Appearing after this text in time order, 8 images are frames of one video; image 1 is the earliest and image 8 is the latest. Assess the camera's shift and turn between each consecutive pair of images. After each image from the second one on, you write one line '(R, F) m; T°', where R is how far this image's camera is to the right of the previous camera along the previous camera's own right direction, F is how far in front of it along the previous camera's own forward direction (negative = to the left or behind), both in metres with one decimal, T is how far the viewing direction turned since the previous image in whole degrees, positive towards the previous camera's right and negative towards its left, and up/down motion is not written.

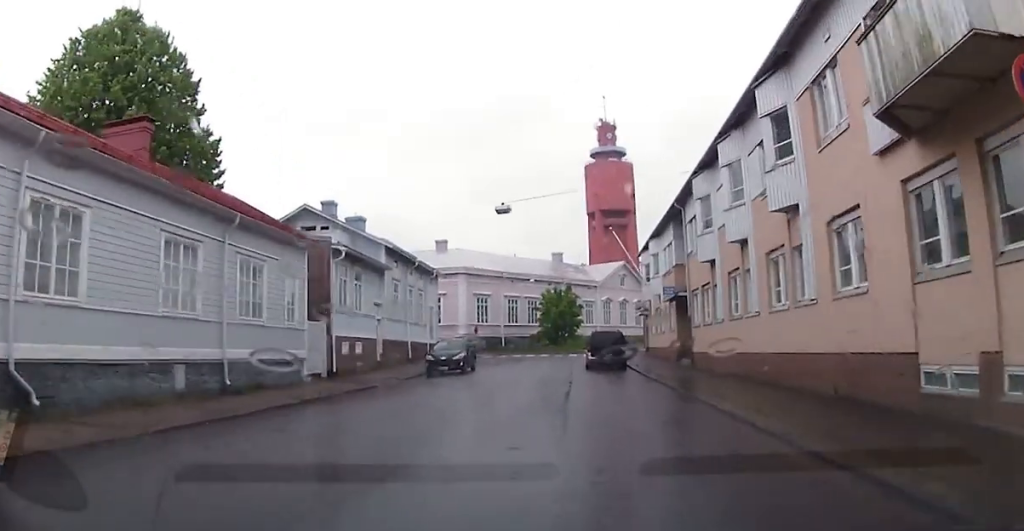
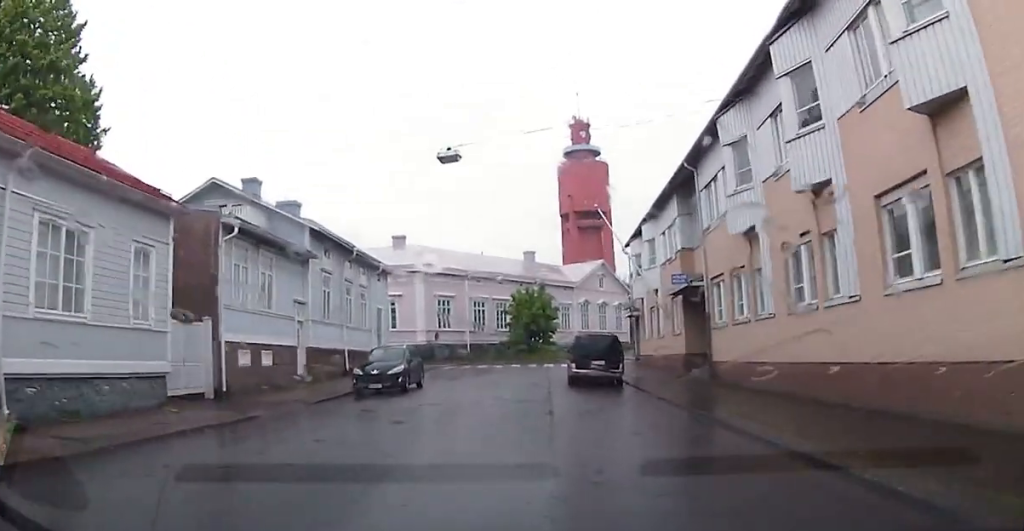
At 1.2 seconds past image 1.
(+0.5, +8.2) m; +4°
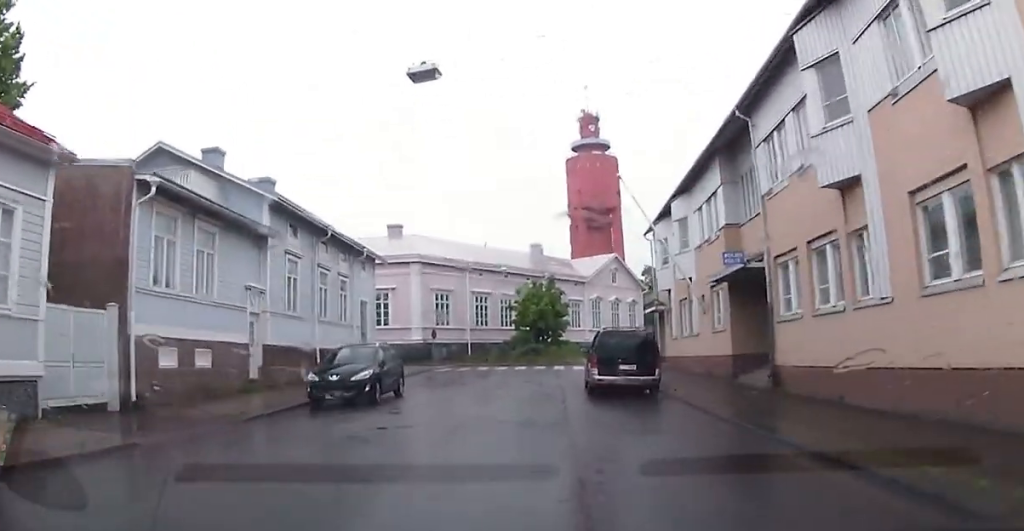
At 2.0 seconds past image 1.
(0.0, +5.5) m; -2°
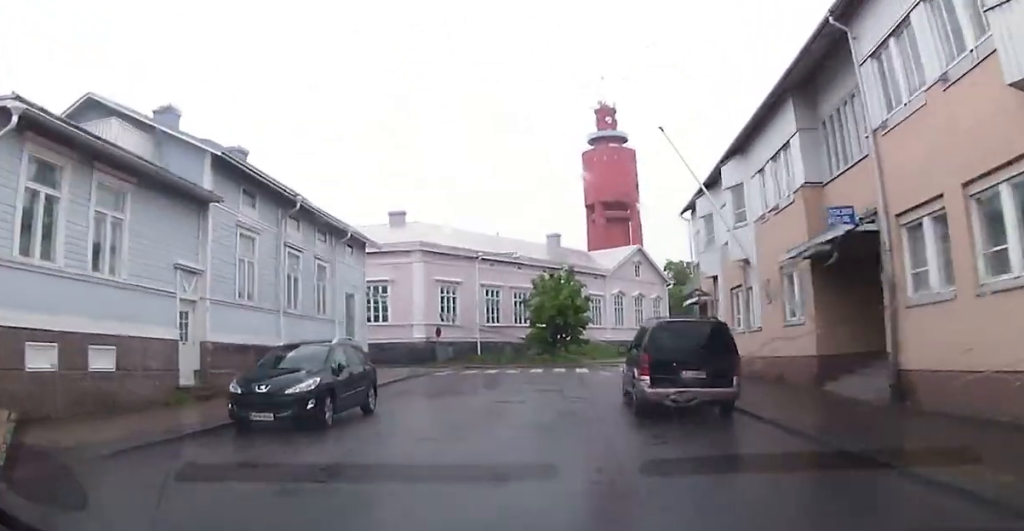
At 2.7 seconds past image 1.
(-0.1, +5.6) m; -1°
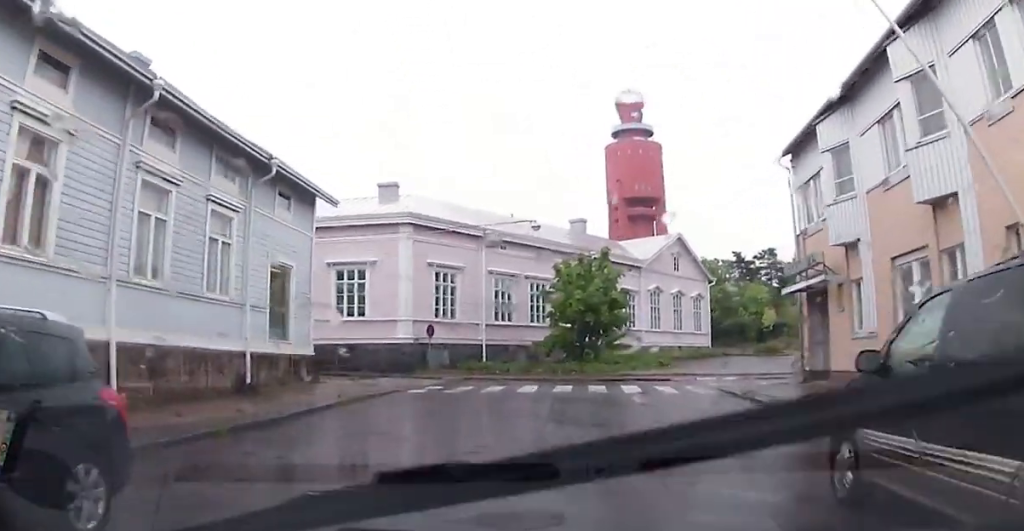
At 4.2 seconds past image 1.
(+0.1, +10.8) m; +3°
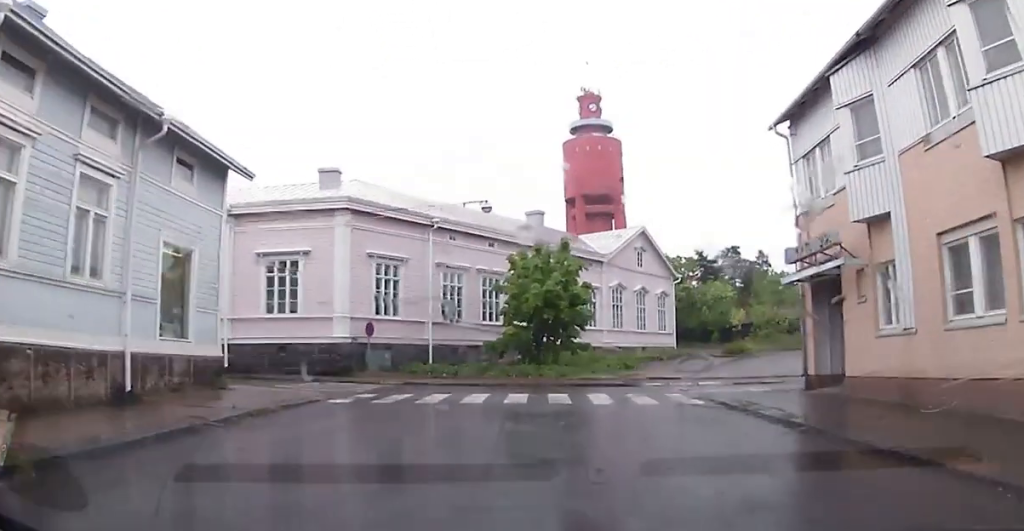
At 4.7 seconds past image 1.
(0.0, +3.8) m; +1°
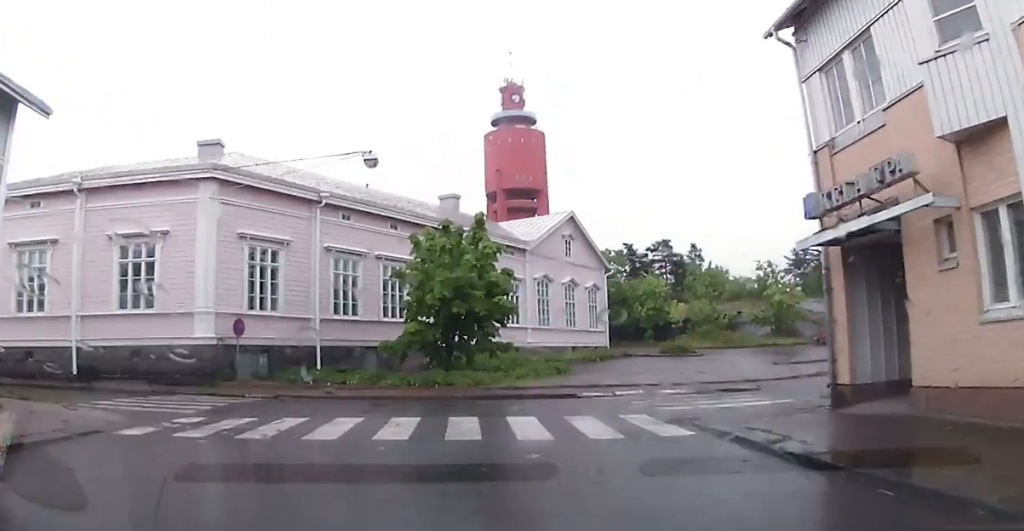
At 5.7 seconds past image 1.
(0.0, +6.4) m; +2°
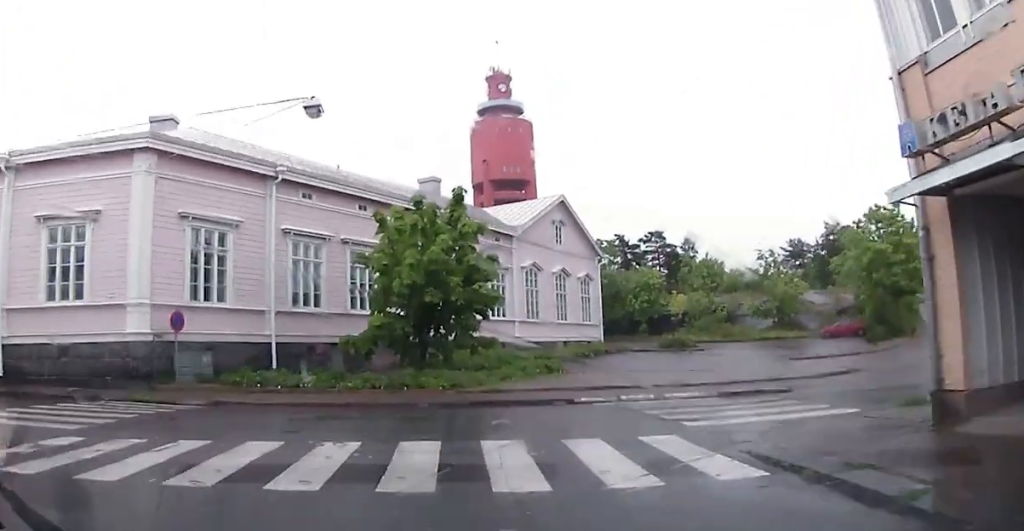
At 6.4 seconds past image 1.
(0.0, +4.0) m; +3°
